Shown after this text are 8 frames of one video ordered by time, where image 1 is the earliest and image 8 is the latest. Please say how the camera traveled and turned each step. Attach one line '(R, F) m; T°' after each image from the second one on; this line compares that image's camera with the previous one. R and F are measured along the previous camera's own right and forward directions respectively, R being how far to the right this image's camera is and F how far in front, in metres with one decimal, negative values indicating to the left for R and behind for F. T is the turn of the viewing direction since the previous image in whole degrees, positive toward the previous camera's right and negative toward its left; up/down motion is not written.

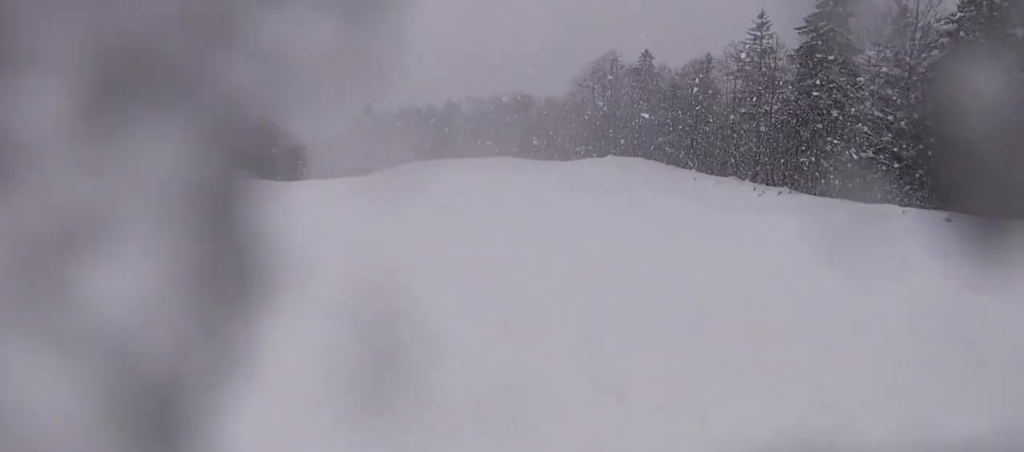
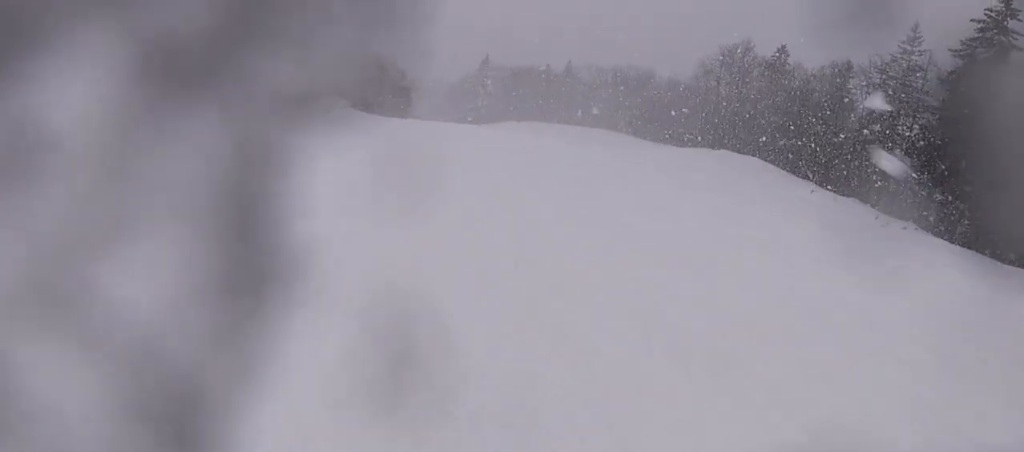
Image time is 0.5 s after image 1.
(+0.1, +2.3) m; -11°
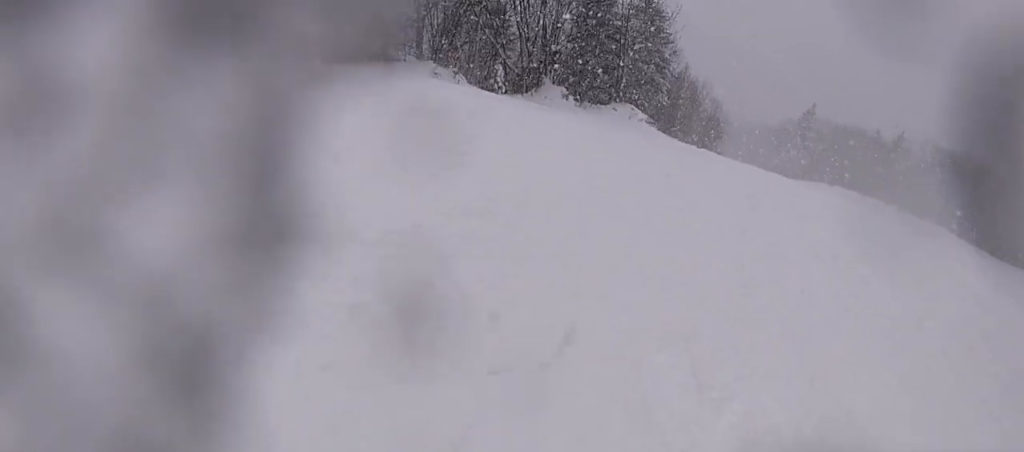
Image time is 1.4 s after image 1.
(-1.2, +4.6) m; -14°
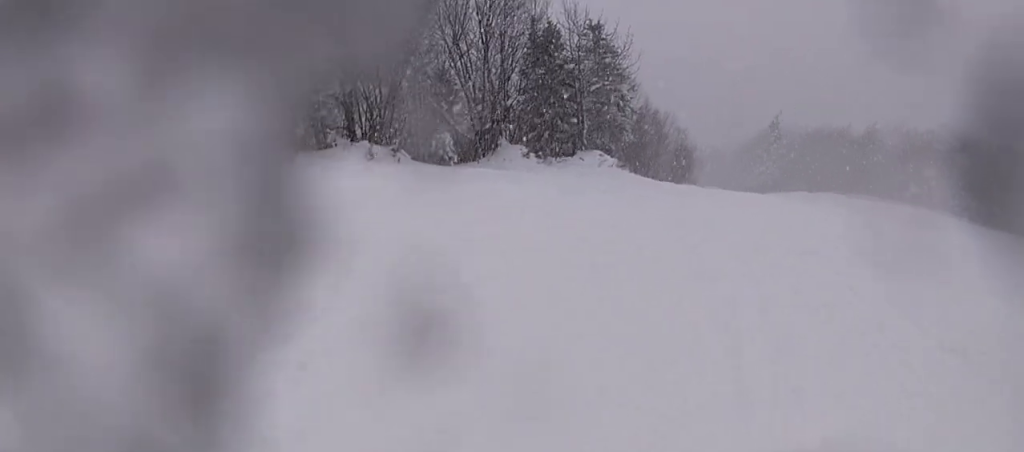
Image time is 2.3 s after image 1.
(+0.1, +4.2) m; +14°
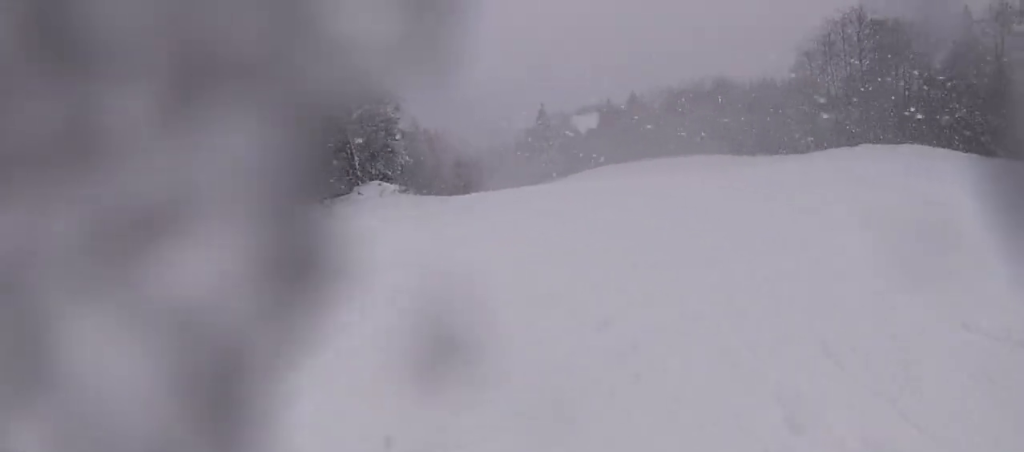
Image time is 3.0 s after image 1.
(+0.7, +3.4) m; +10°
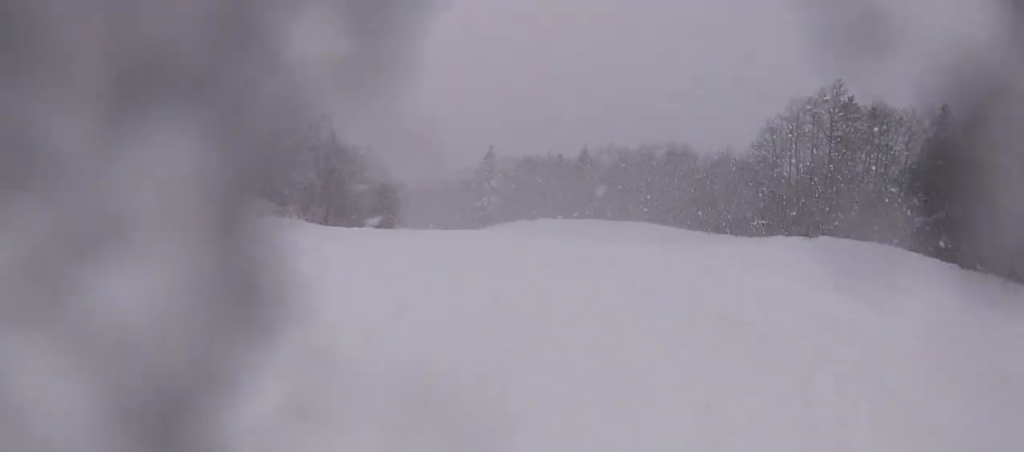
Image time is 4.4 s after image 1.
(+0.8, +7.0) m; -10°
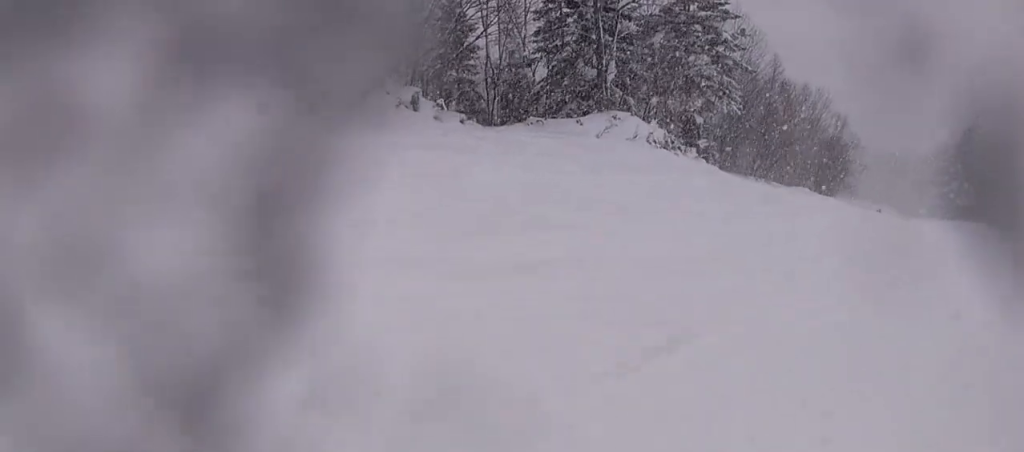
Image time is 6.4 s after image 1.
(-2.9, +9.3) m; -16°
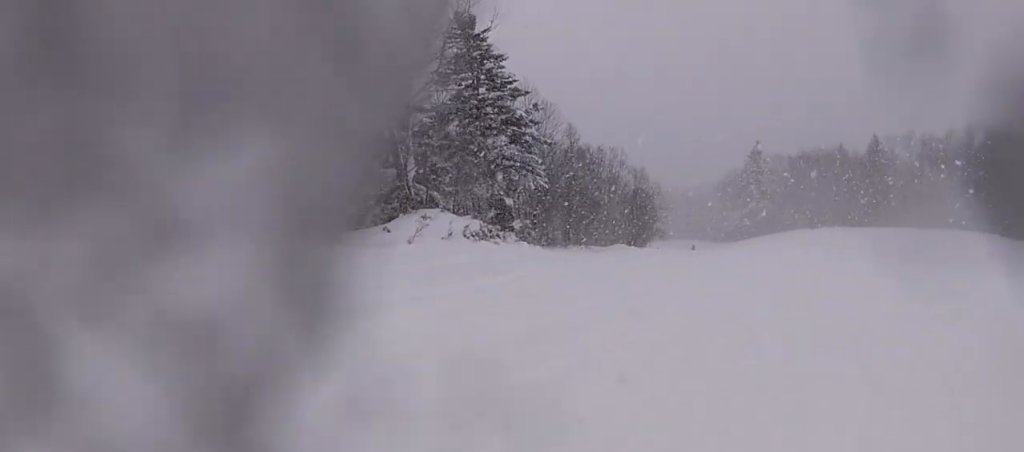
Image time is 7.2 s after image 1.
(+0.2, +3.2) m; +18°
